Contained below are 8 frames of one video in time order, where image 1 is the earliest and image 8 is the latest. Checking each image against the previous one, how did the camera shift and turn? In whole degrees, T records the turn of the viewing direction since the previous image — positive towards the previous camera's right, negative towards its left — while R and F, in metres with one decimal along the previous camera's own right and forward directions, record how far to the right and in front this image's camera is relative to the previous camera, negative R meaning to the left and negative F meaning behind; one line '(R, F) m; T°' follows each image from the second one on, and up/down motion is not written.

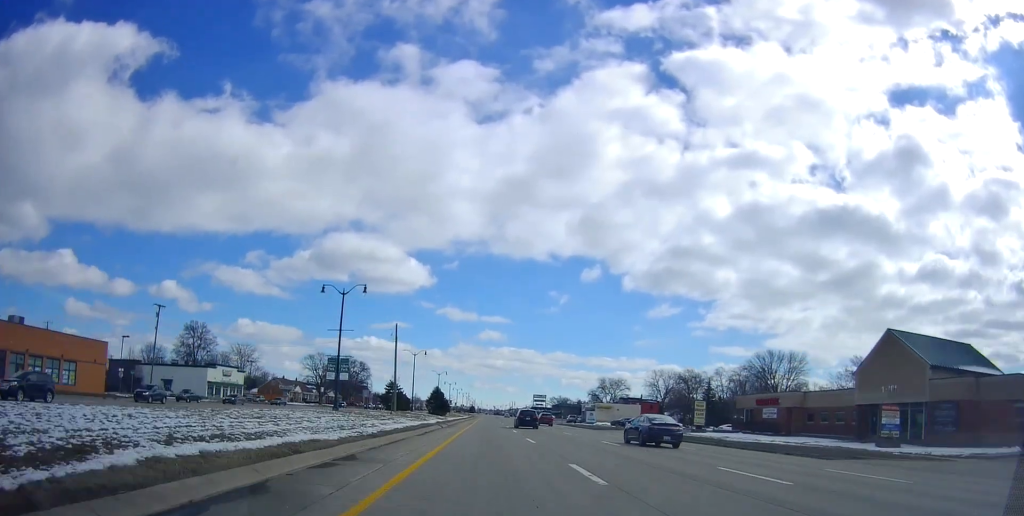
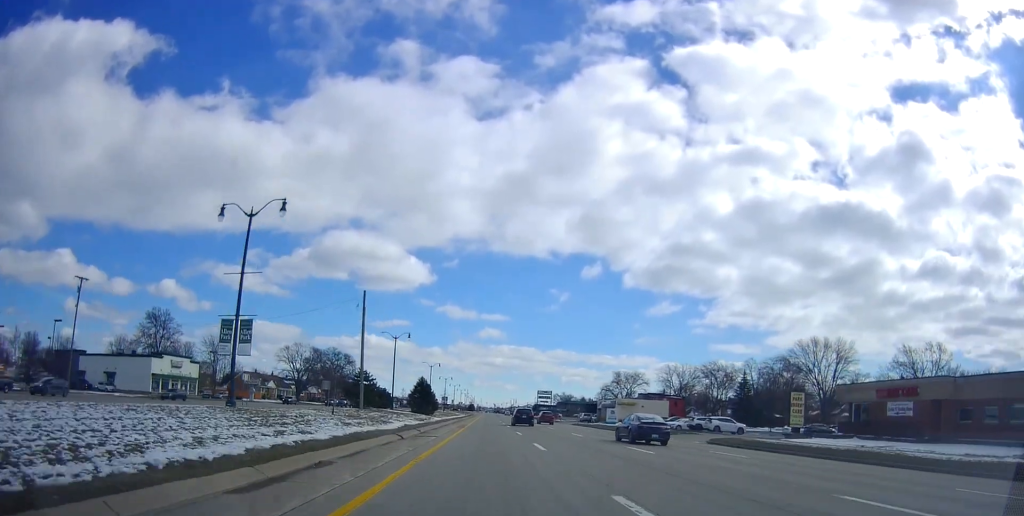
(+0.2, +21.2) m; 0°
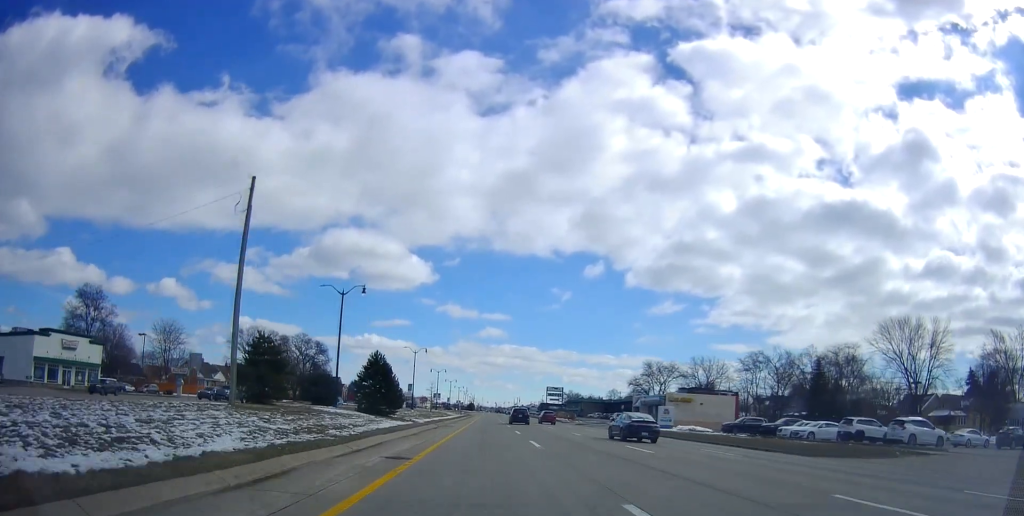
(-0.4, +31.0) m; -2°
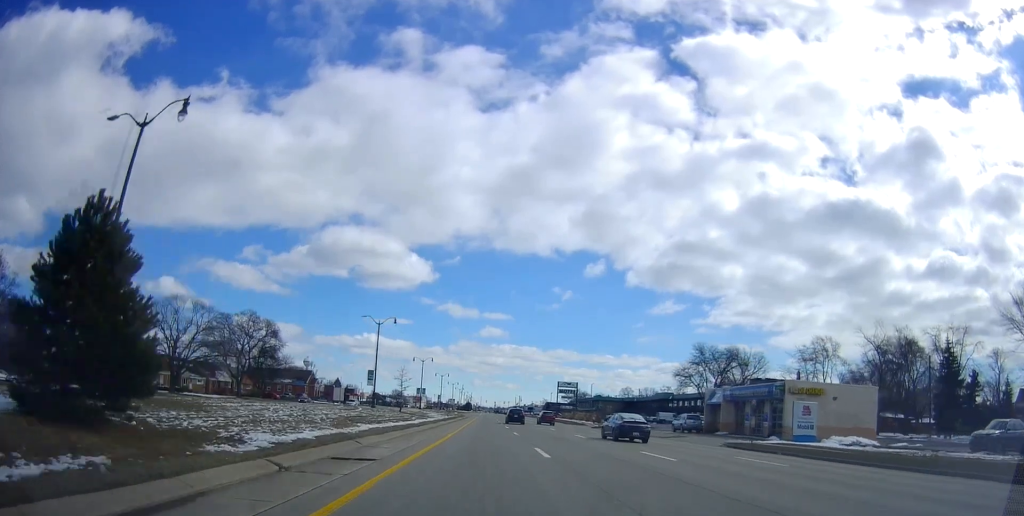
(+0.5, +33.7) m; +2°
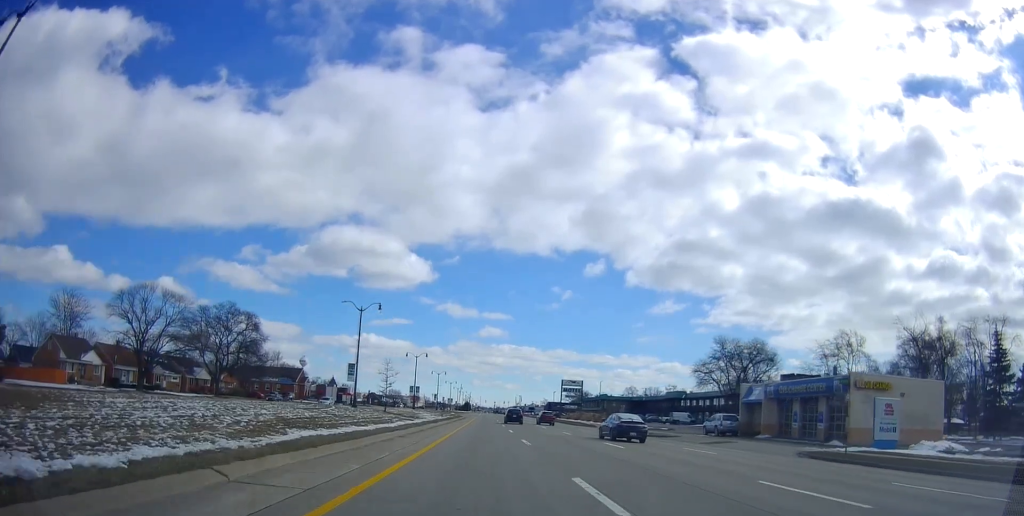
(+0.2, +9.6) m; 0°
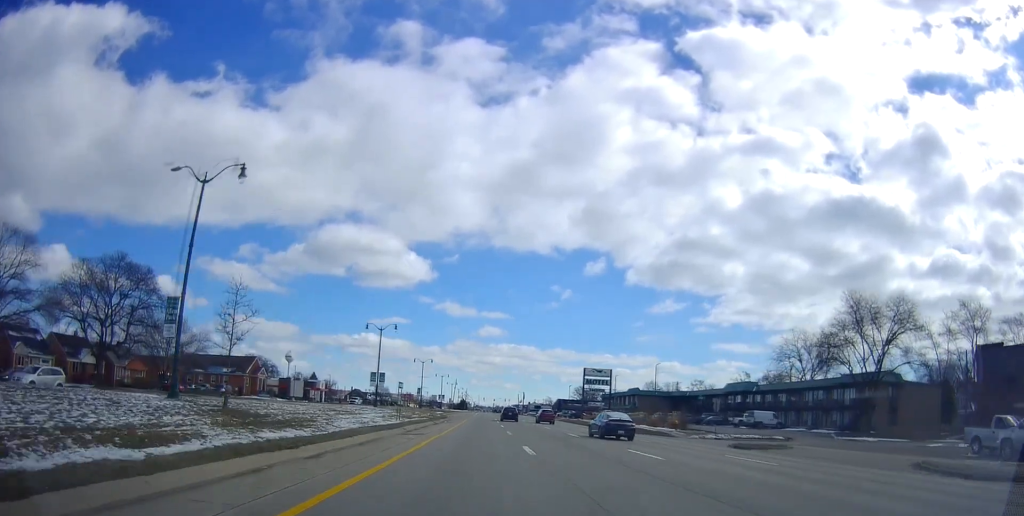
(-0.5, +36.3) m; -1°
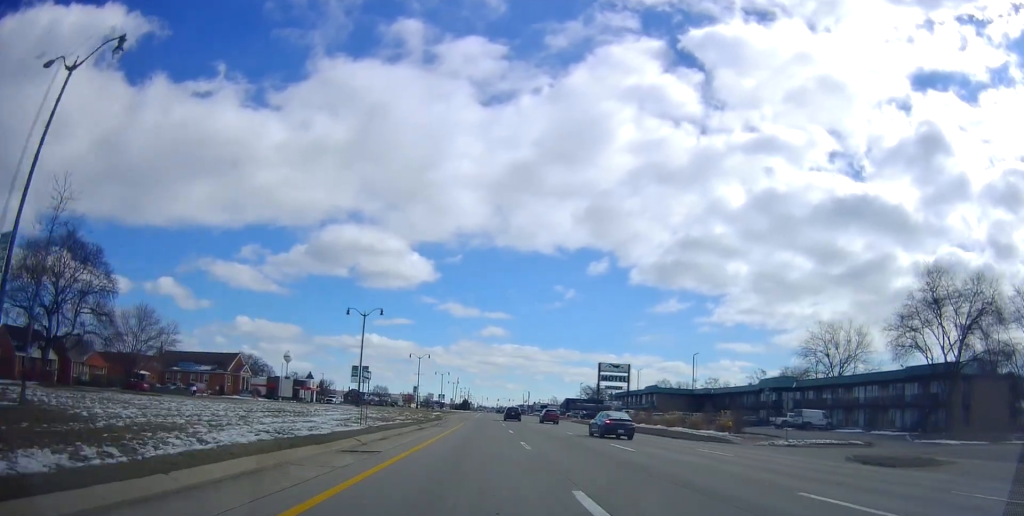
(0.0, +12.2) m; 0°
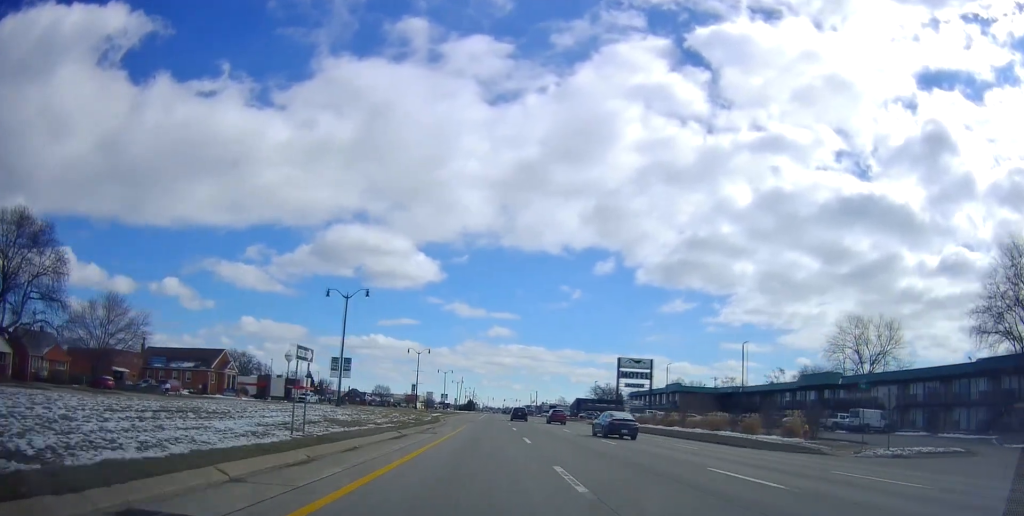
(-0.2, +10.7) m; 0°
